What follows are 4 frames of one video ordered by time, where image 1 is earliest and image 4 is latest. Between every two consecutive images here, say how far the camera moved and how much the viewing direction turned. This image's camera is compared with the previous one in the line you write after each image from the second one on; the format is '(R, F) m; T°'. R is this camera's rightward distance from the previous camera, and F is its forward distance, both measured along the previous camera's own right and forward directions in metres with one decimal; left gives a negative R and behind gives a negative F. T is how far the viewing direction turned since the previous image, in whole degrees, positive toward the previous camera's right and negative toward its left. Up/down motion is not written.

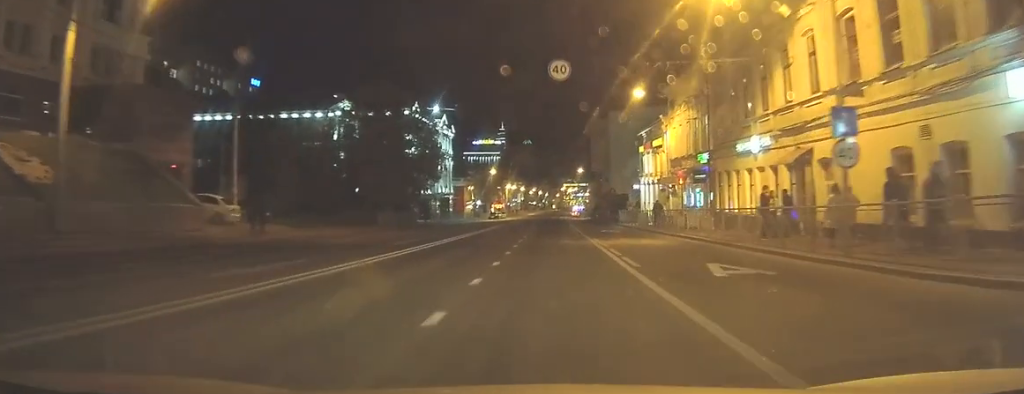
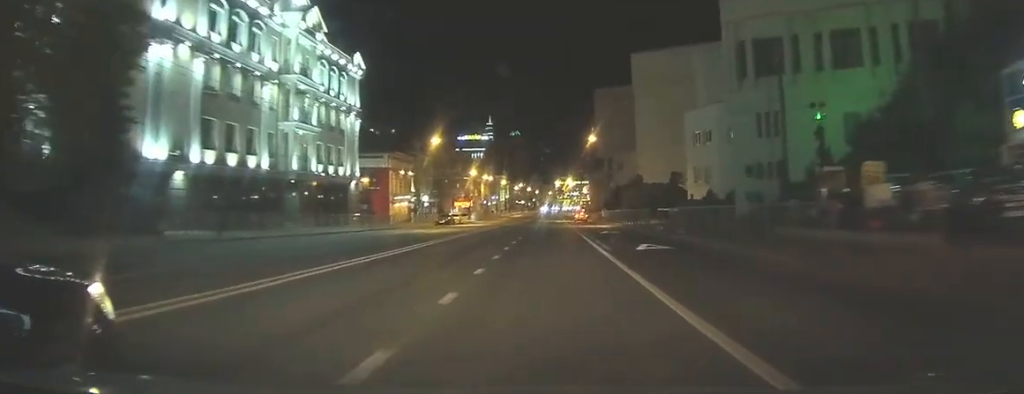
(+5.5, +53.7) m; +4°
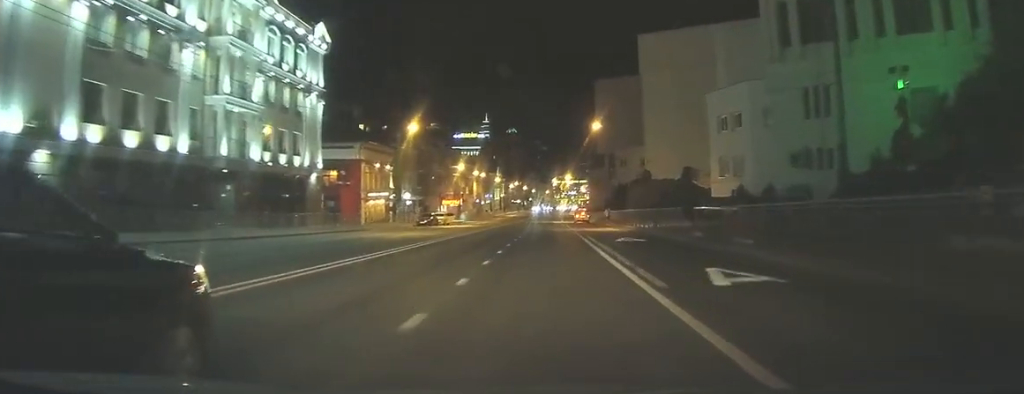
(0.0, +10.6) m; 0°
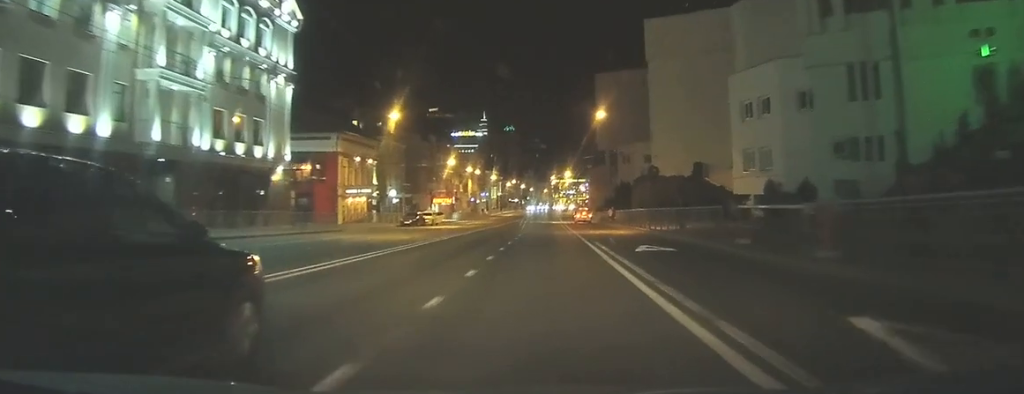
(0.0, +6.5) m; 0°
